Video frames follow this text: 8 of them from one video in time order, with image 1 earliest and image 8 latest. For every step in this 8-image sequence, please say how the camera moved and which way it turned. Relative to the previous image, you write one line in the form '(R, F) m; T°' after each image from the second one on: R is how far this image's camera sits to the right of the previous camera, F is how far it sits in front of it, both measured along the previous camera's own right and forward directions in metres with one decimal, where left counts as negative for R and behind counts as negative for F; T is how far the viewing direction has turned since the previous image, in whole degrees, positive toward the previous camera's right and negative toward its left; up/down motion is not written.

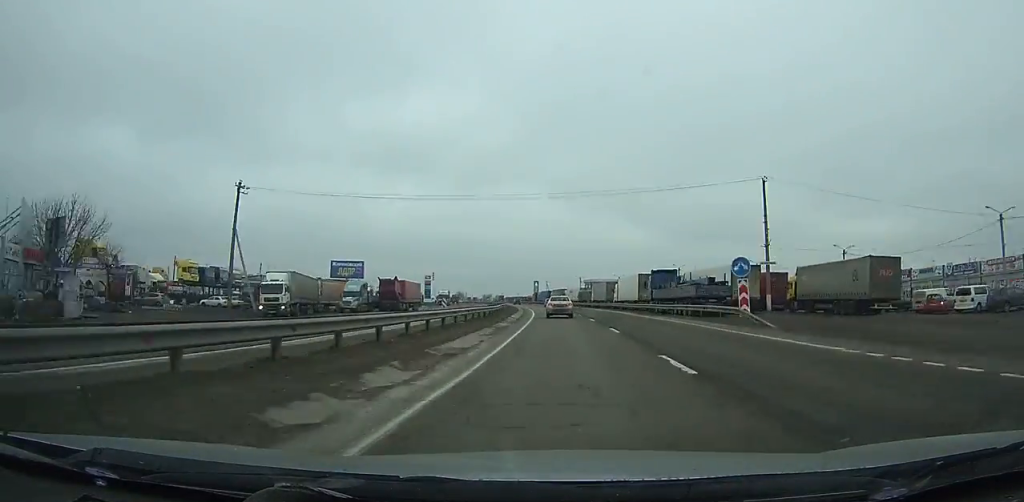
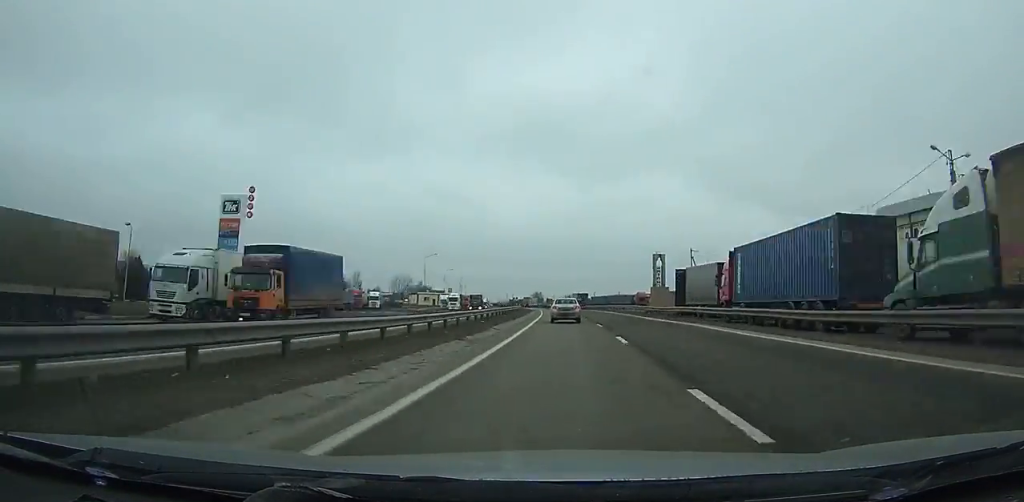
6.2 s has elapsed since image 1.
(-12.1, +145.1) m; -9°
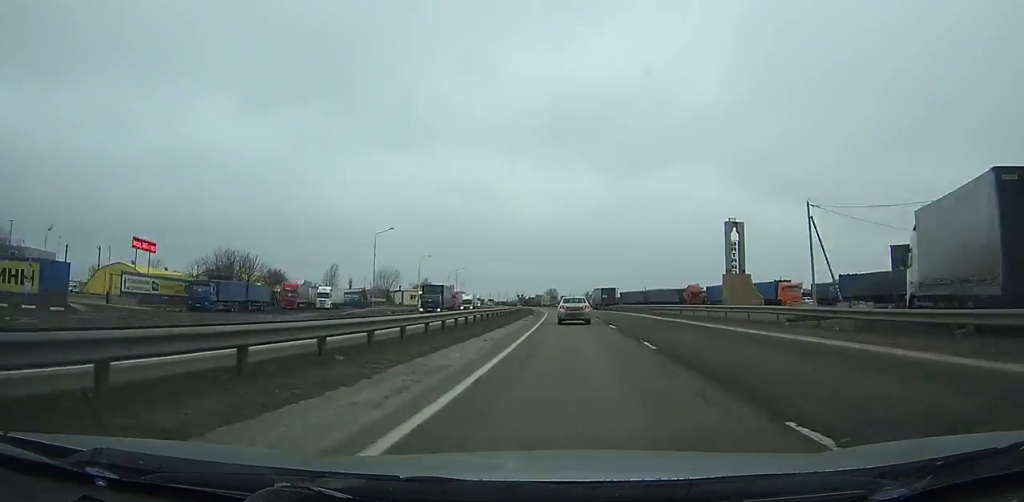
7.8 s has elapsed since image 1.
(-0.6, +37.1) m; -2°
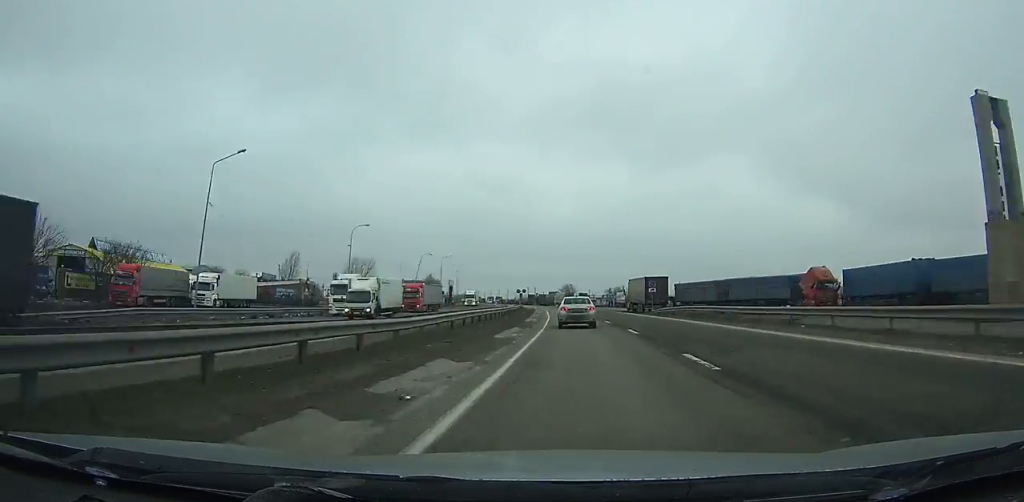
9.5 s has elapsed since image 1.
(-0.5, +38.9) m; -1°
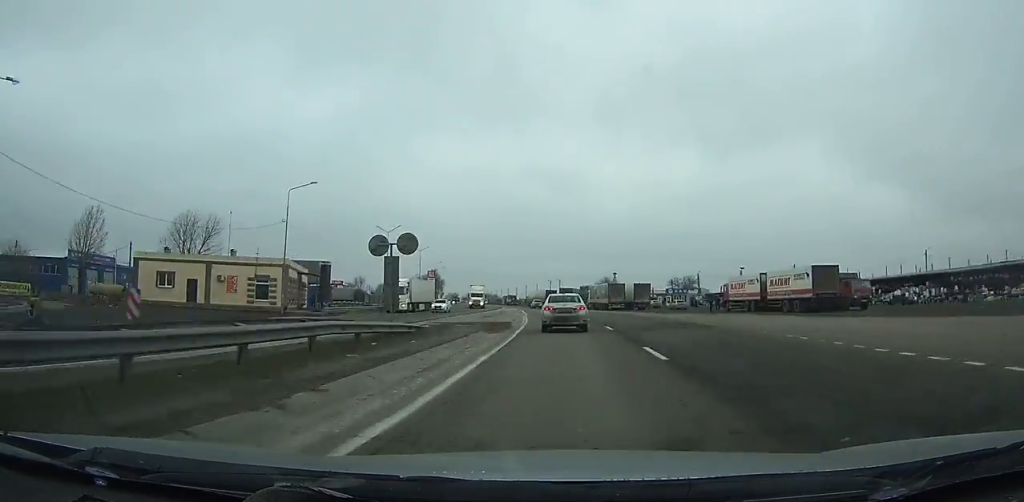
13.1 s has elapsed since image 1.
(-2.0, +79.7) m; -5°
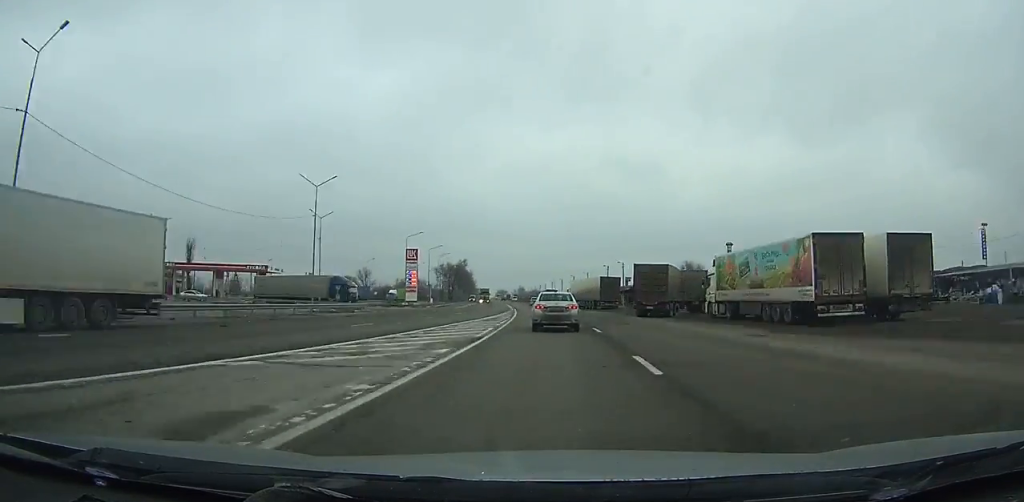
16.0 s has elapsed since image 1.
(-2.9, +61.5) m; -5°
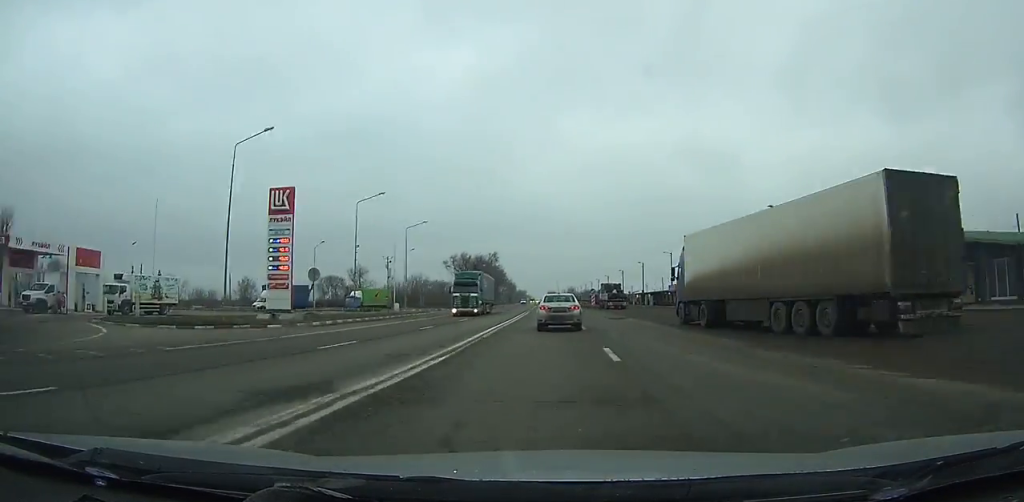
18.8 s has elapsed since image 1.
(-3.0, +58.2) m; -4°
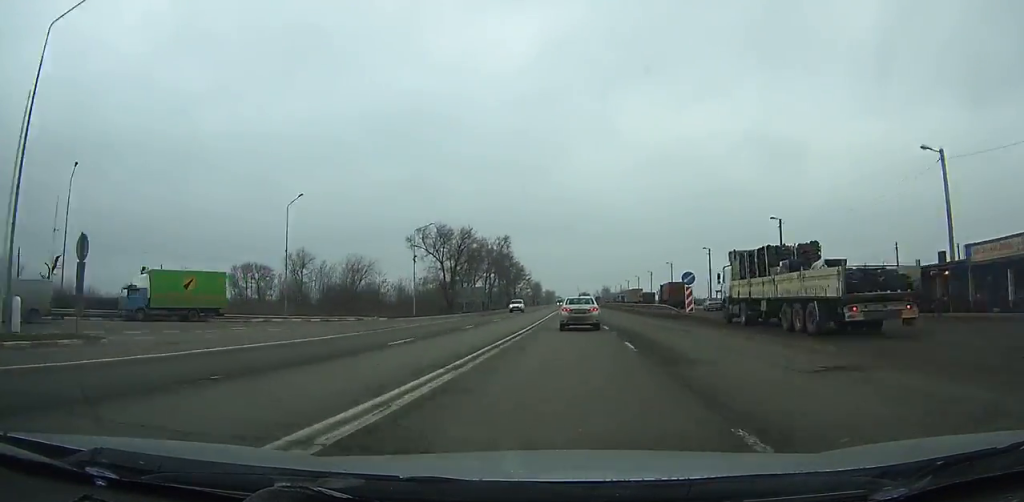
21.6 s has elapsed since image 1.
(-1.4, +58.0) m; -1°
